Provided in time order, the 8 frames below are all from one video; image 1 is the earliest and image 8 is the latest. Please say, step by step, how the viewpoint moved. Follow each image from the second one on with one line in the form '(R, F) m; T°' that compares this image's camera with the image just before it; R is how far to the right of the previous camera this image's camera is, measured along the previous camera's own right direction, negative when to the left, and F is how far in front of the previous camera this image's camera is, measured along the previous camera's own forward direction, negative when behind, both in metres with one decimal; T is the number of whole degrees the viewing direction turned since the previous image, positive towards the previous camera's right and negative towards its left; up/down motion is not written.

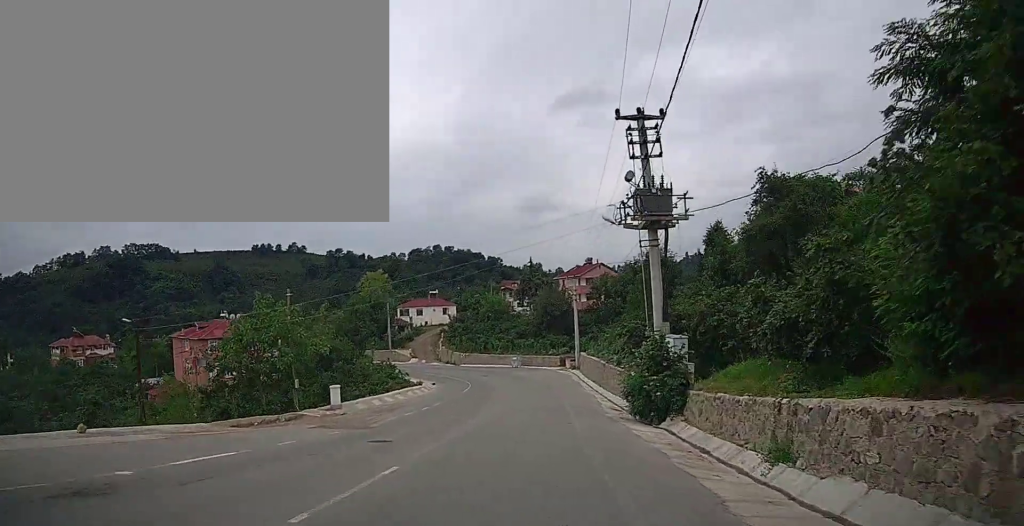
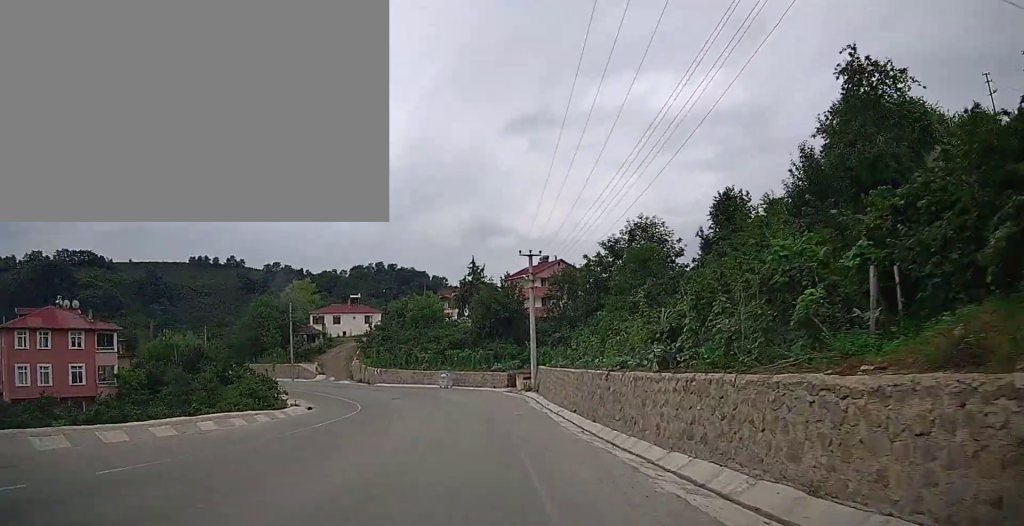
(+2.3, +21.2) m; +8°
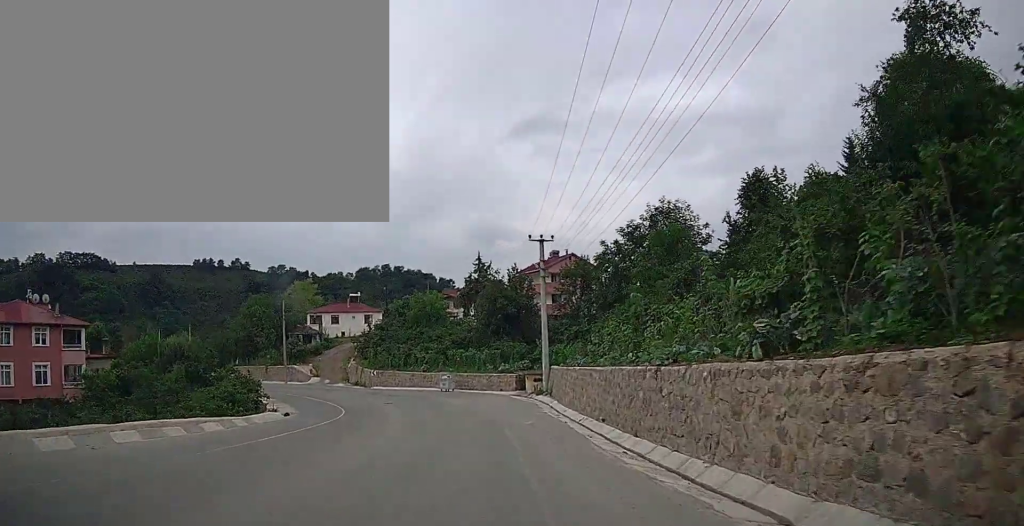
(0.0, +5.4) m; 0°
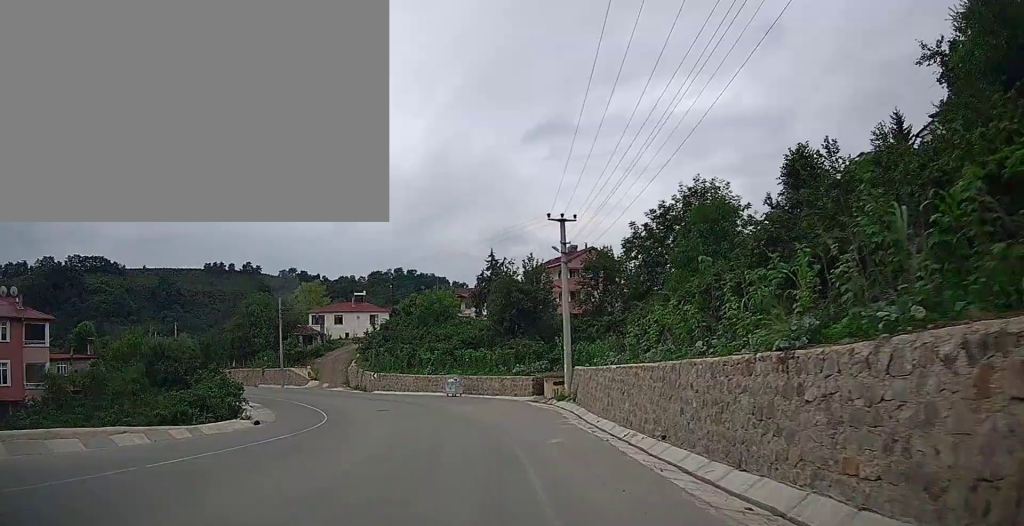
(+0.1, +6.3) m; 0°
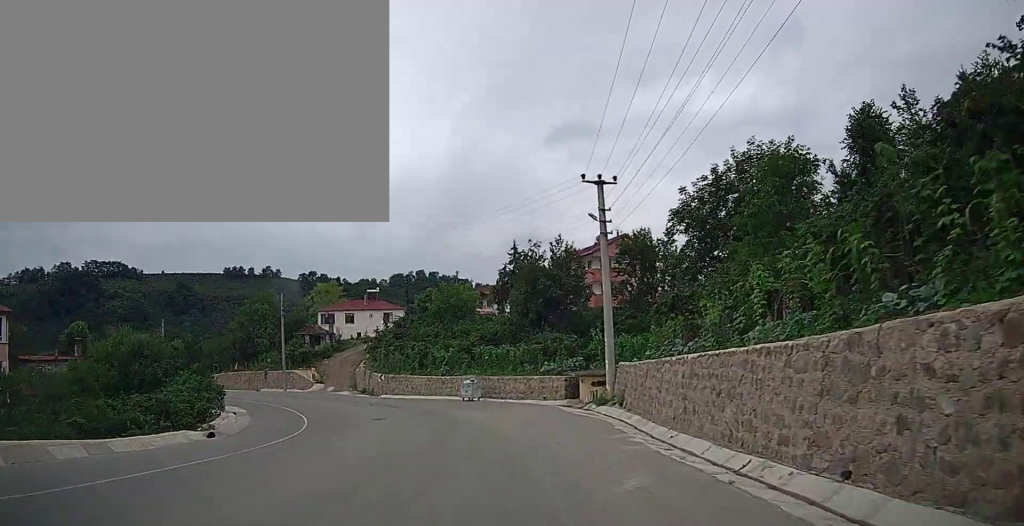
(-0.1, +6.8) m; -2°
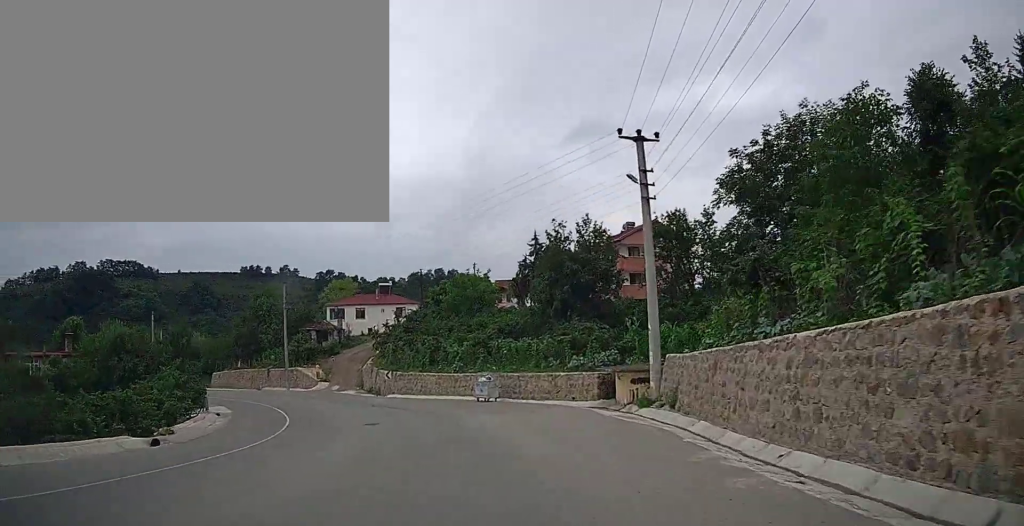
(+0.1, +5.1) m; -2°
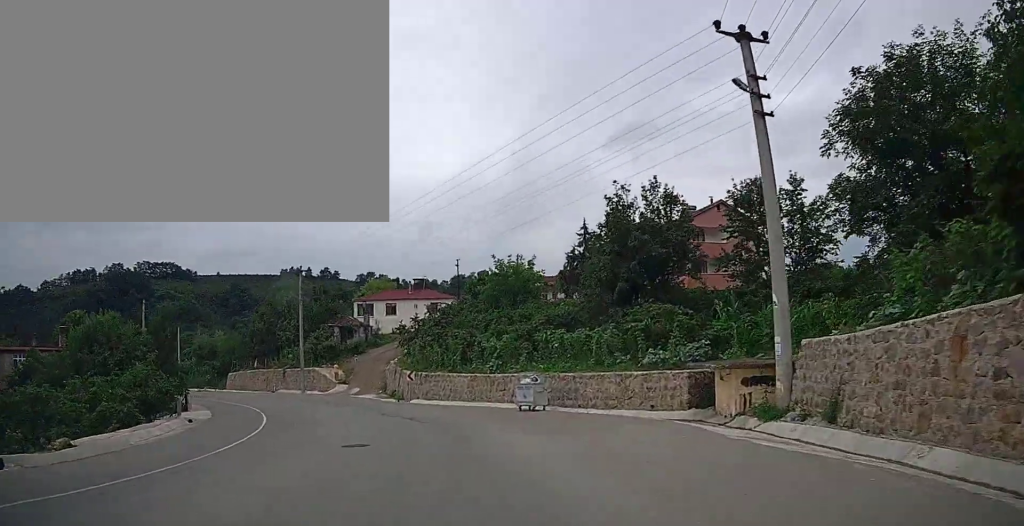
(-0.4, +7.9) m; -5°
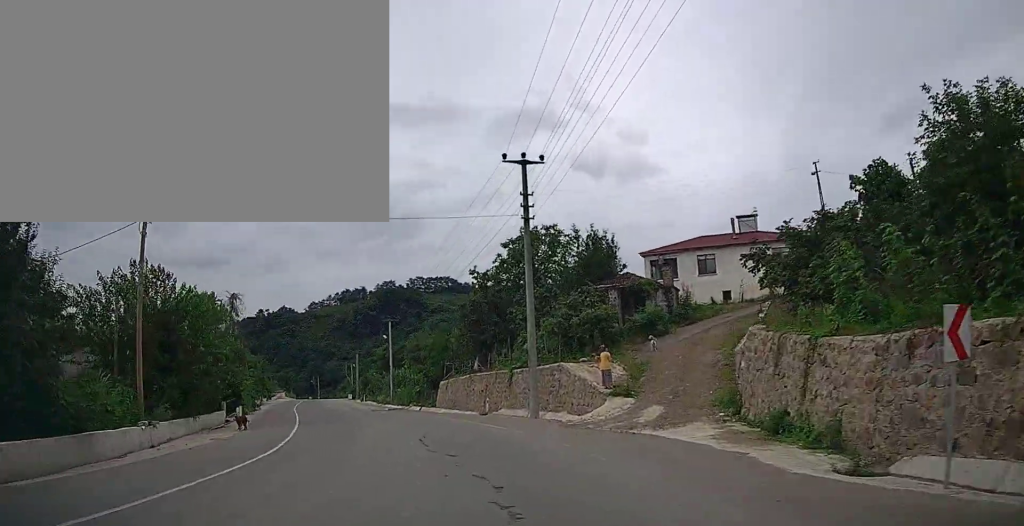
(-5.8, +29.1) m; -26°
